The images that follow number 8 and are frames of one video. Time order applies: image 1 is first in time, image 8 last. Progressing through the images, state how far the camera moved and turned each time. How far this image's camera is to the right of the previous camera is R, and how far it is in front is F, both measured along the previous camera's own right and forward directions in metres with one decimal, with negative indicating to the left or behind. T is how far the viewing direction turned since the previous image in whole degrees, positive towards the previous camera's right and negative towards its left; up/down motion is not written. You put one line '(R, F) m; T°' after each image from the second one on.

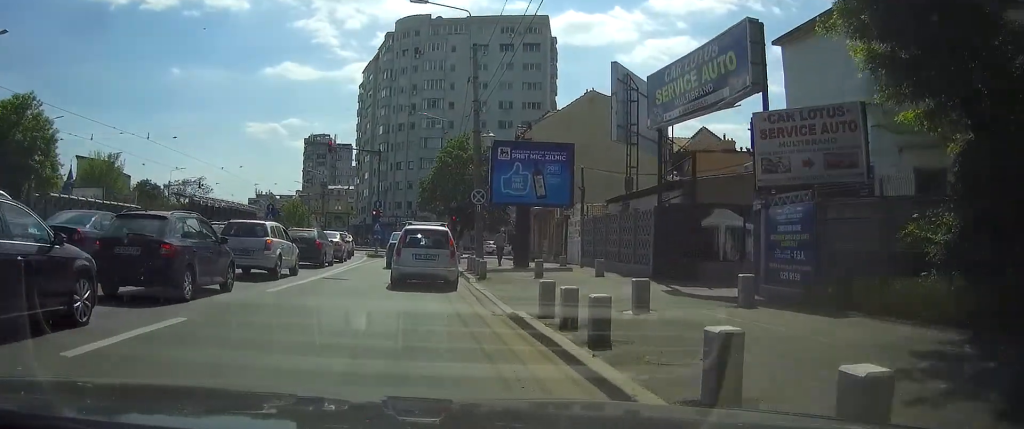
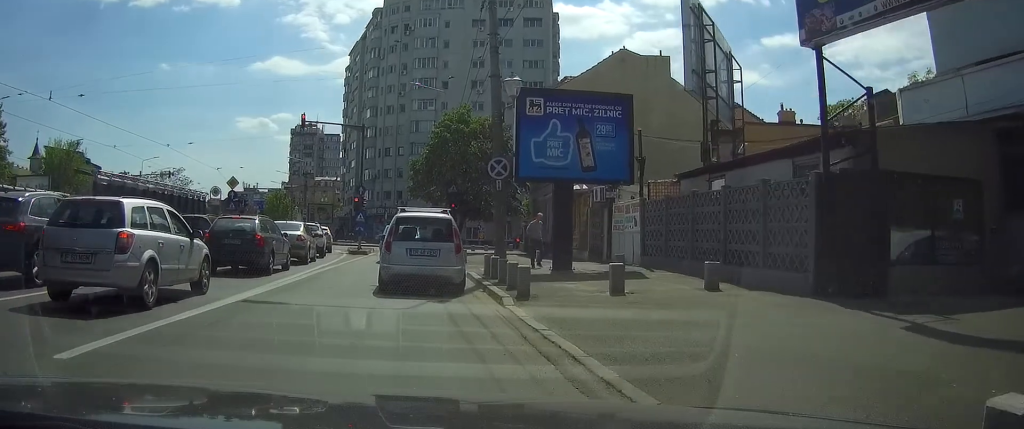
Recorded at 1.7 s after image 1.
(+0.2, +9.0) m; +2°
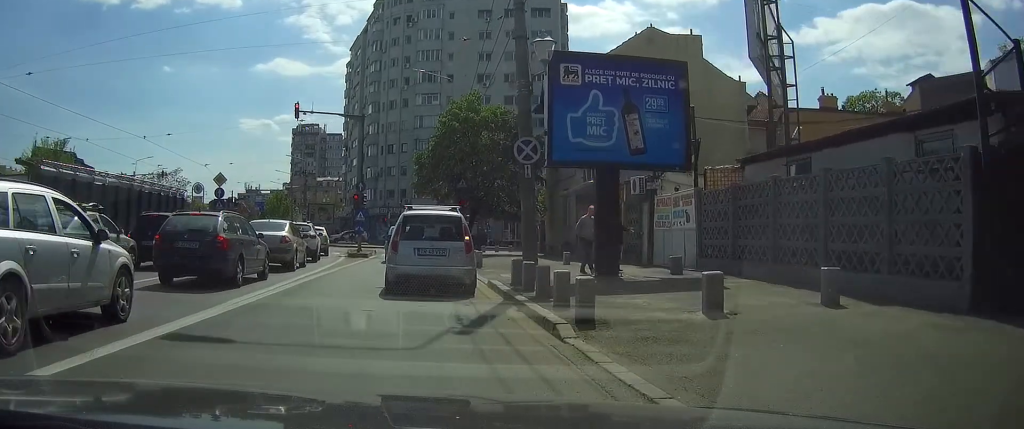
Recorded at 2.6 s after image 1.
(0.0, +4.1) m; -1°
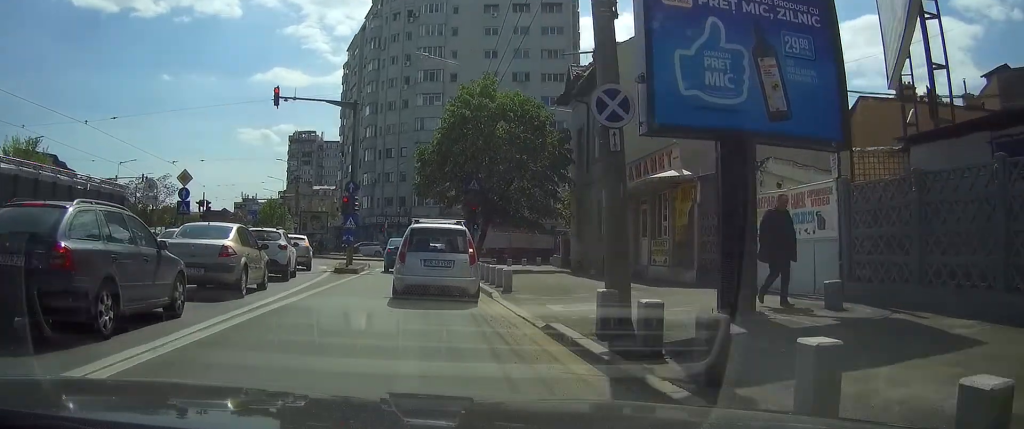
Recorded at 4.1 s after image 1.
(-0.2, +6.5) m; +1°
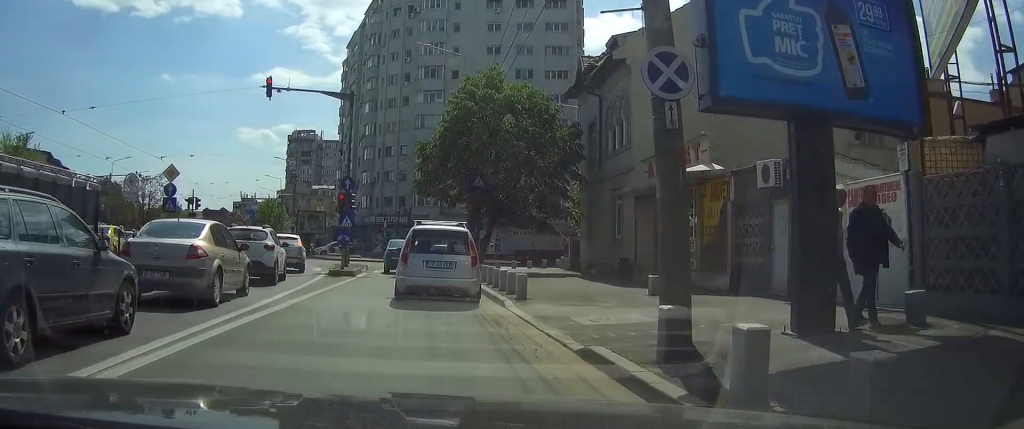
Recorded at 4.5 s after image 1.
(0.0, +1.9) m; +1°
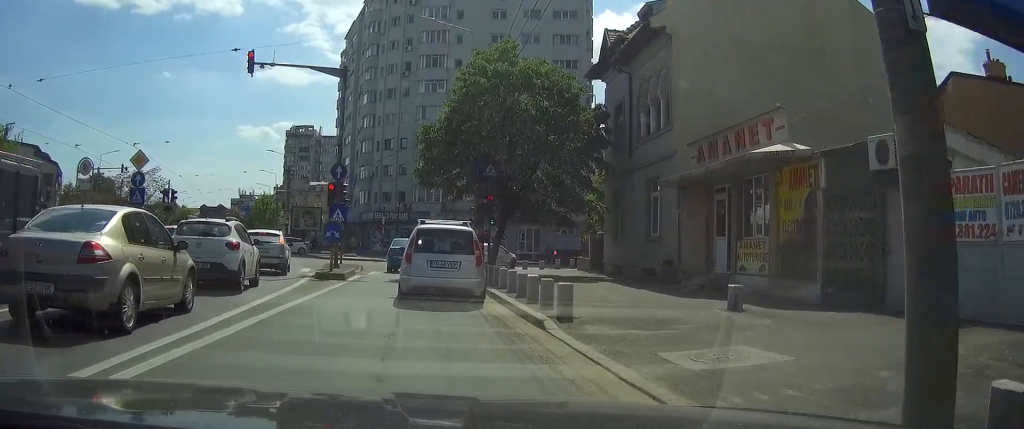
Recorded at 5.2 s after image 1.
(+0.1, +3.7) m; 0°
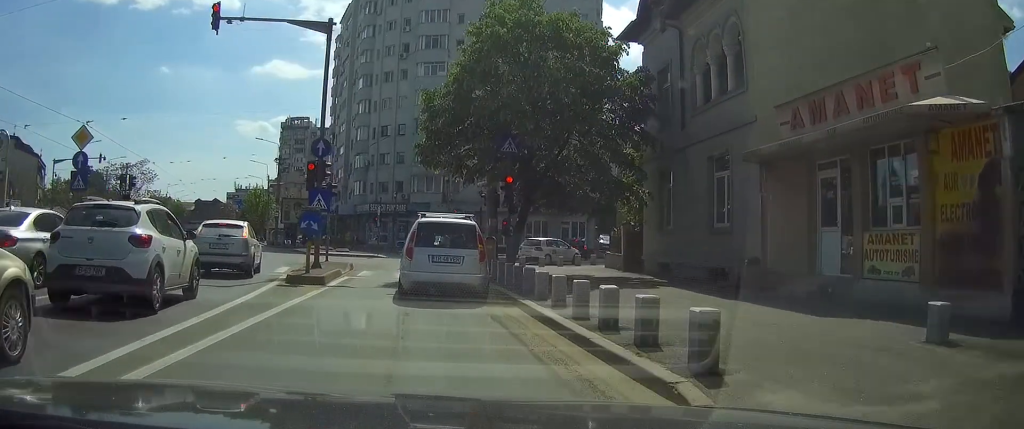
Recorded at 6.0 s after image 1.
(0.0, +5.0) m; -1°
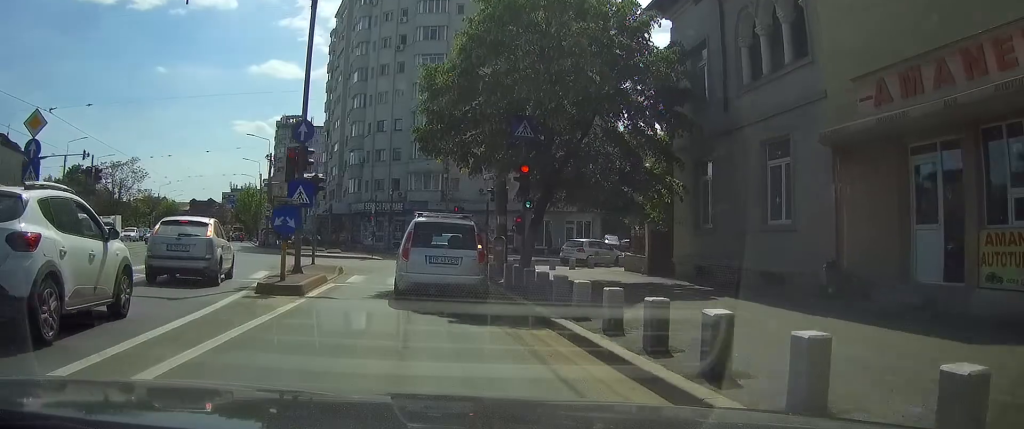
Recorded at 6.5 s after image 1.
(0.0, +3.1) m; 0°
